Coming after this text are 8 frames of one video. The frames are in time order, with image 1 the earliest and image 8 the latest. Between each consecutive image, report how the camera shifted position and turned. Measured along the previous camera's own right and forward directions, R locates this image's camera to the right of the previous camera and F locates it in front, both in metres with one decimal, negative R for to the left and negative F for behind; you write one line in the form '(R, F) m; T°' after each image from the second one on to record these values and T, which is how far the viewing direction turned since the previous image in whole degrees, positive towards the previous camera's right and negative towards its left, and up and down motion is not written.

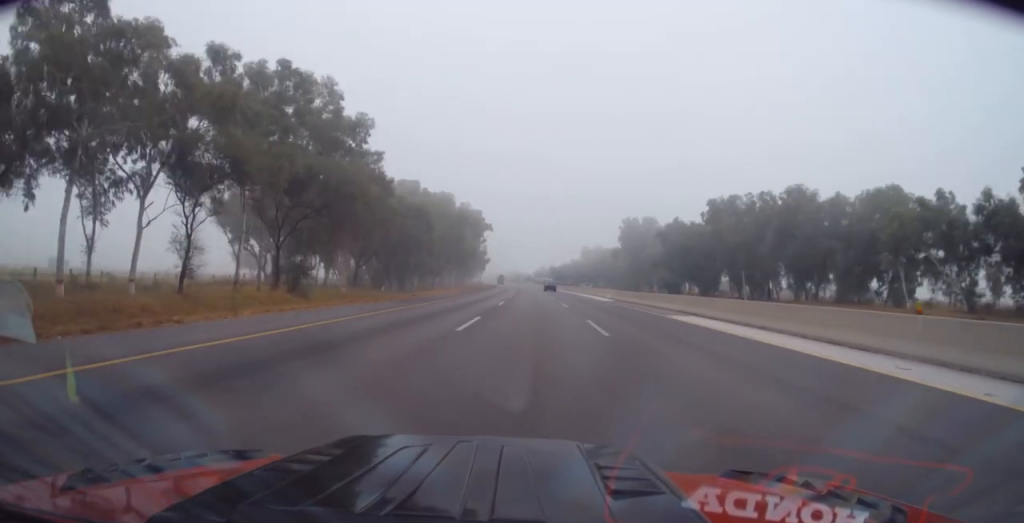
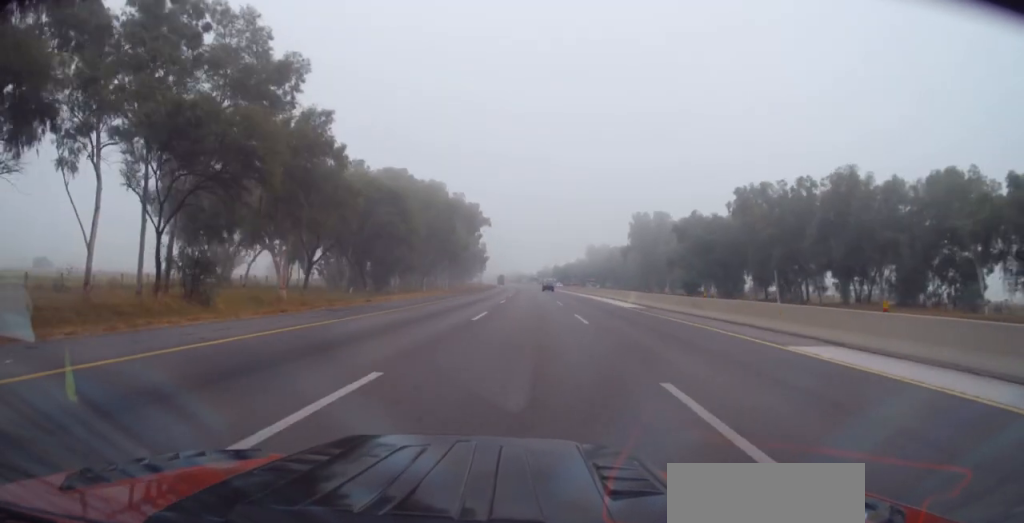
(-0.2, +13.2) m; -1°
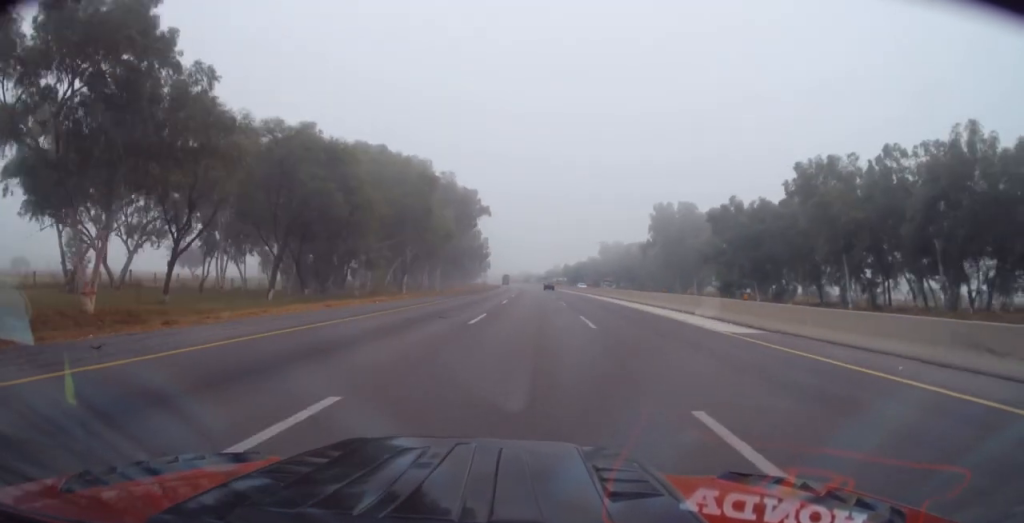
(-0.3, +19.5) m; -1°
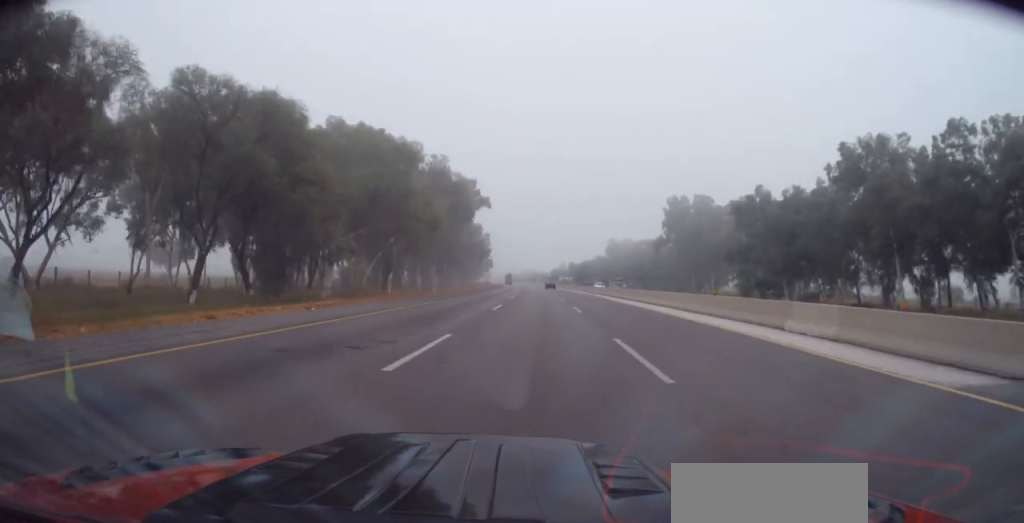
(-0.1, +10.2) m; 0°
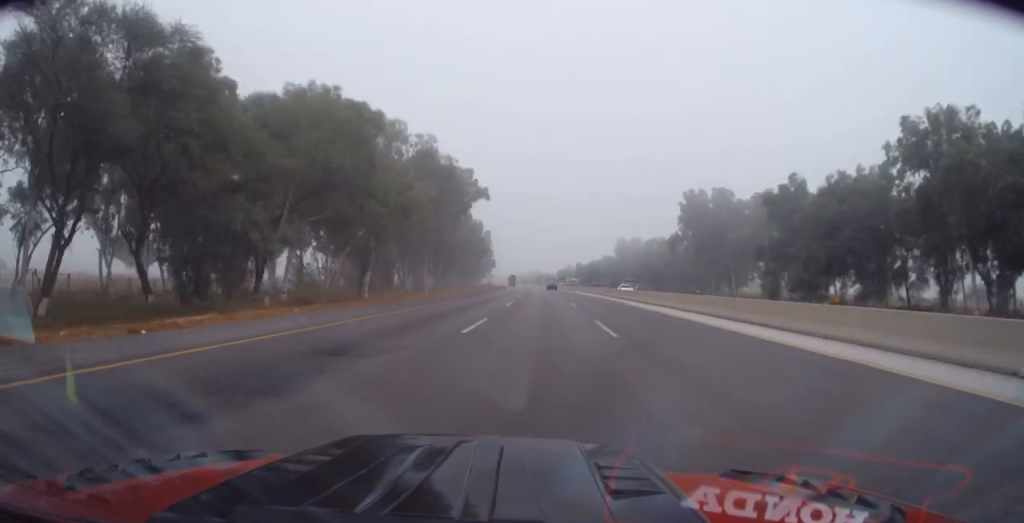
(0.0, +11.1) m; 0°
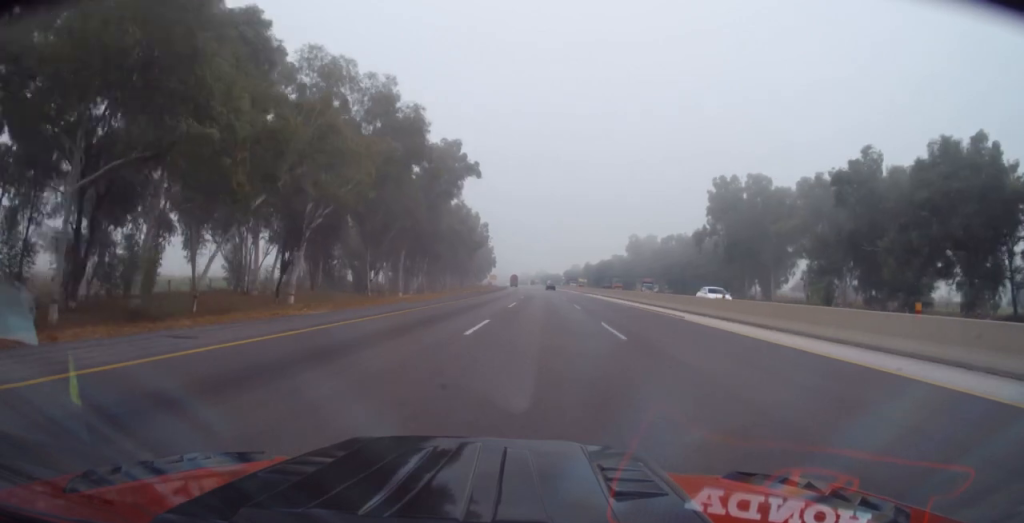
(0.0, +18.3) m; 0°
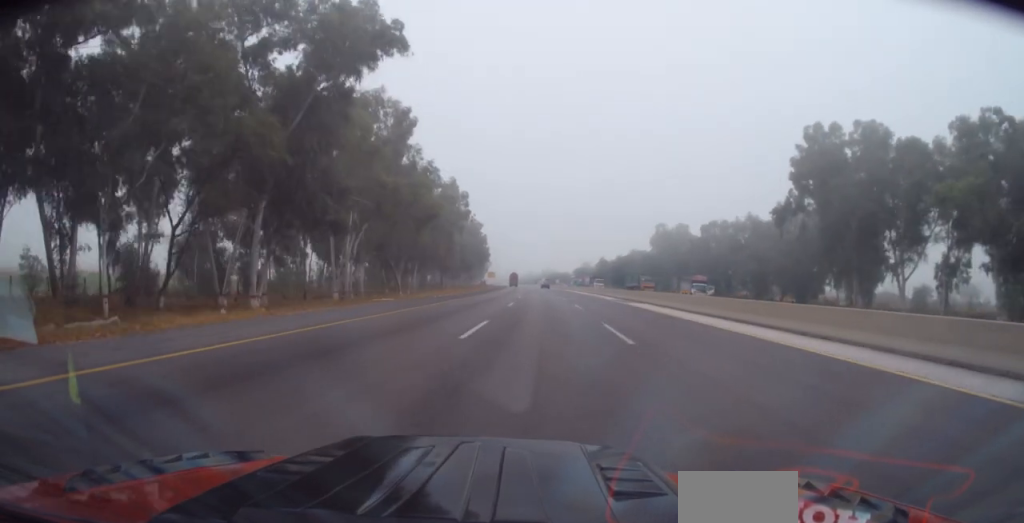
(-0.4, +36.8) m; -1°
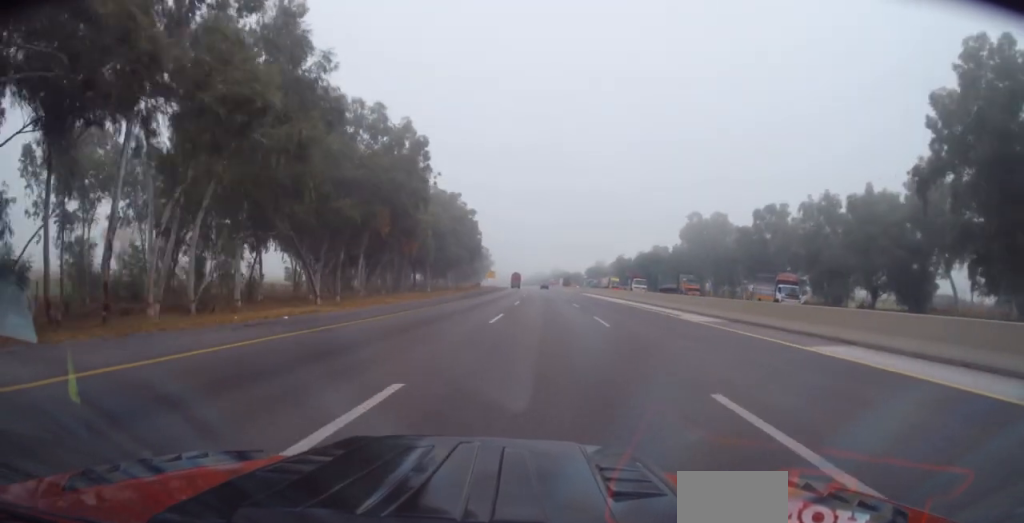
(+0.1, +29.9) m; 0°
